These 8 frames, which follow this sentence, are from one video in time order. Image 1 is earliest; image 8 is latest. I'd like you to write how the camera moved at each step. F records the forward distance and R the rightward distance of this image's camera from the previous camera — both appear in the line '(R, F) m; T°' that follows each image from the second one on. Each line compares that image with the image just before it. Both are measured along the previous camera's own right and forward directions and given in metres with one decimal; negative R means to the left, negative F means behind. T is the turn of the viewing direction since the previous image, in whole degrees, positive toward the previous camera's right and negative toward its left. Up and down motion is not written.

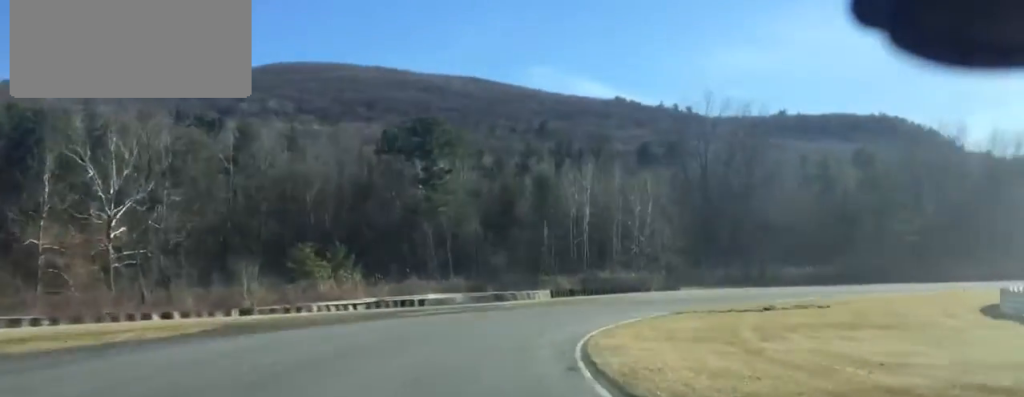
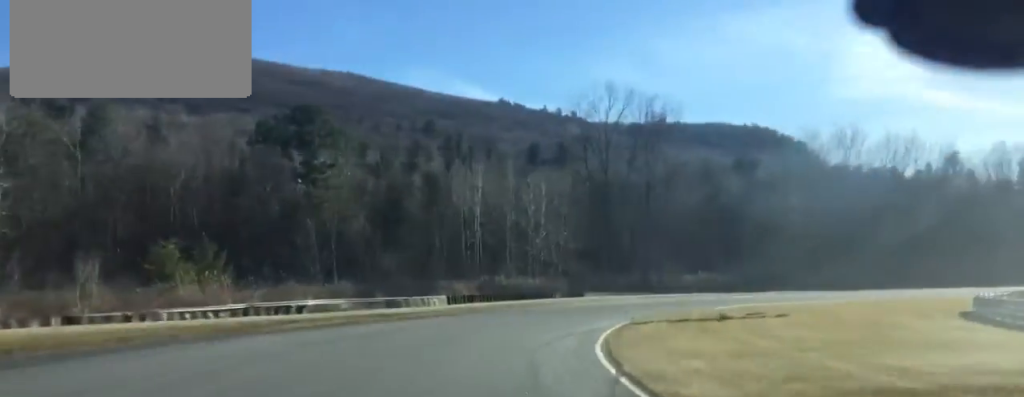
(+0.8, +9.7) m; +8°
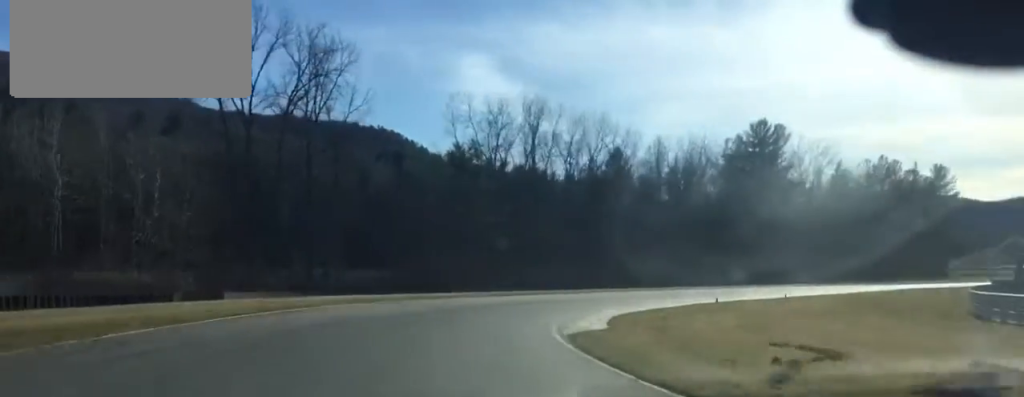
(+8.4, +33.3) m; +24°
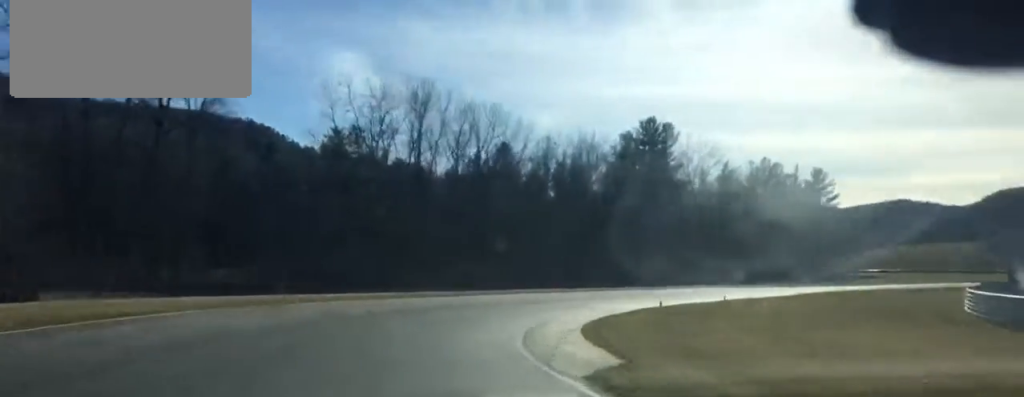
(+0.4, +10.0) m; +6°
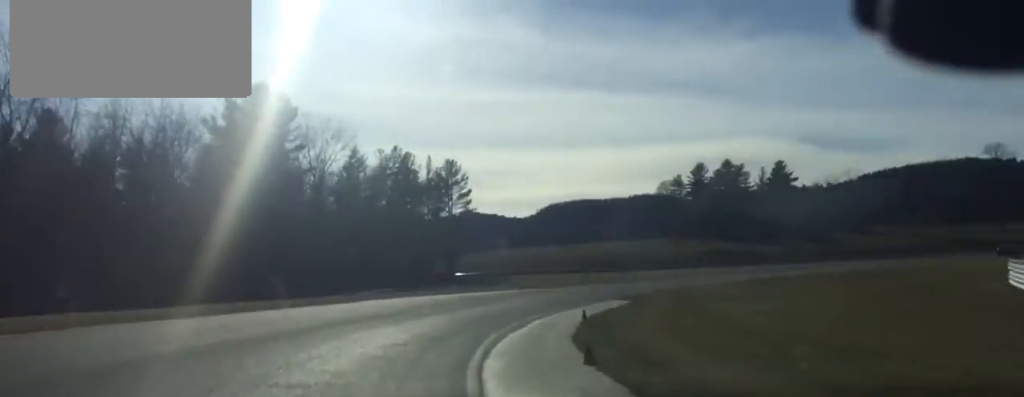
(+6.6, +31.7) m; +23°
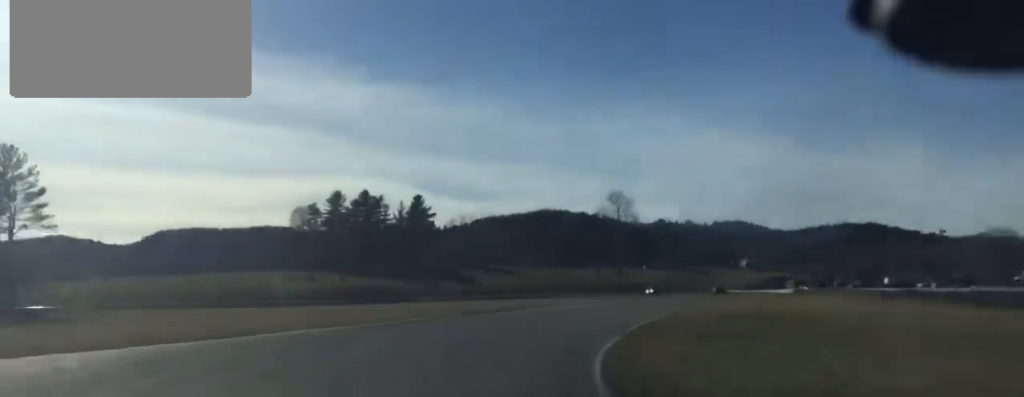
(+5.1, +29.7) m; +27°
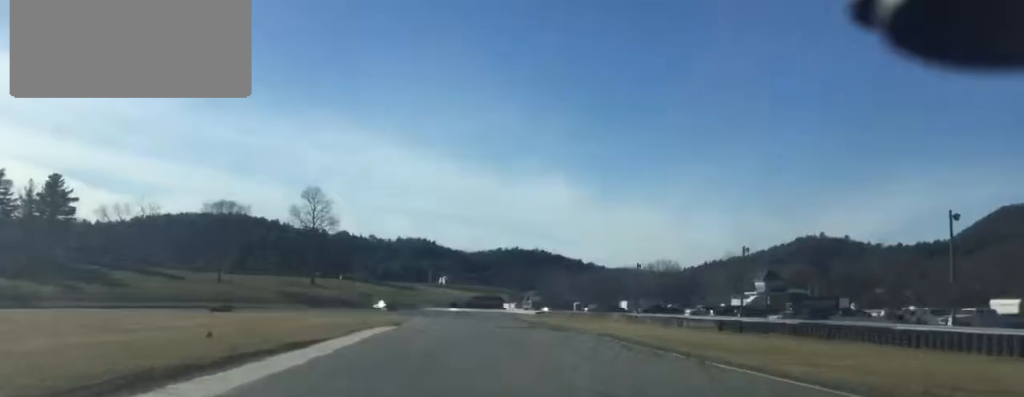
(+10.4, +36.0) m; +21°
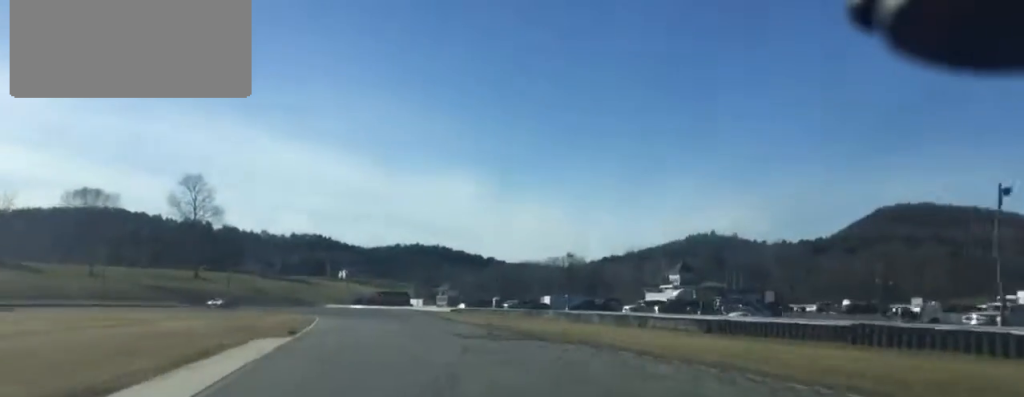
(-0.3, +15.3) m; +3°
